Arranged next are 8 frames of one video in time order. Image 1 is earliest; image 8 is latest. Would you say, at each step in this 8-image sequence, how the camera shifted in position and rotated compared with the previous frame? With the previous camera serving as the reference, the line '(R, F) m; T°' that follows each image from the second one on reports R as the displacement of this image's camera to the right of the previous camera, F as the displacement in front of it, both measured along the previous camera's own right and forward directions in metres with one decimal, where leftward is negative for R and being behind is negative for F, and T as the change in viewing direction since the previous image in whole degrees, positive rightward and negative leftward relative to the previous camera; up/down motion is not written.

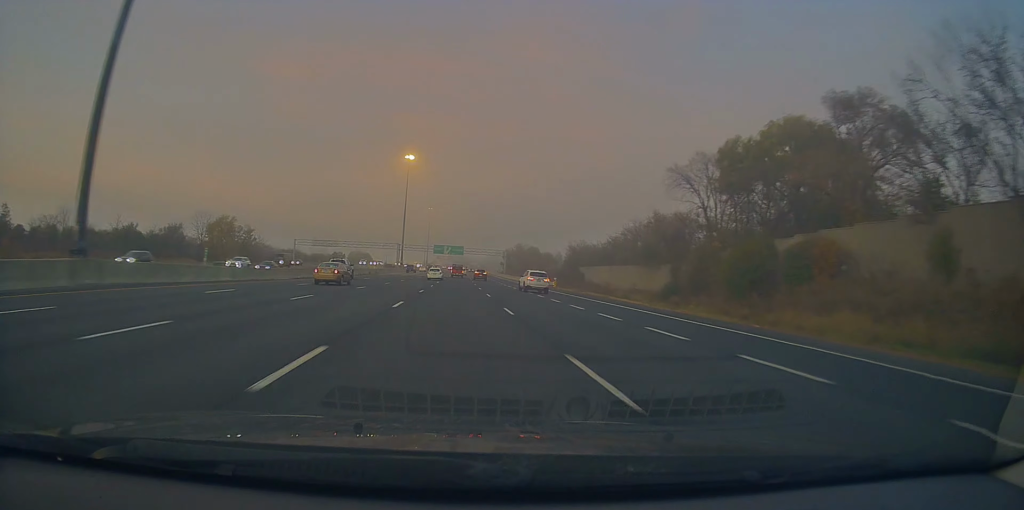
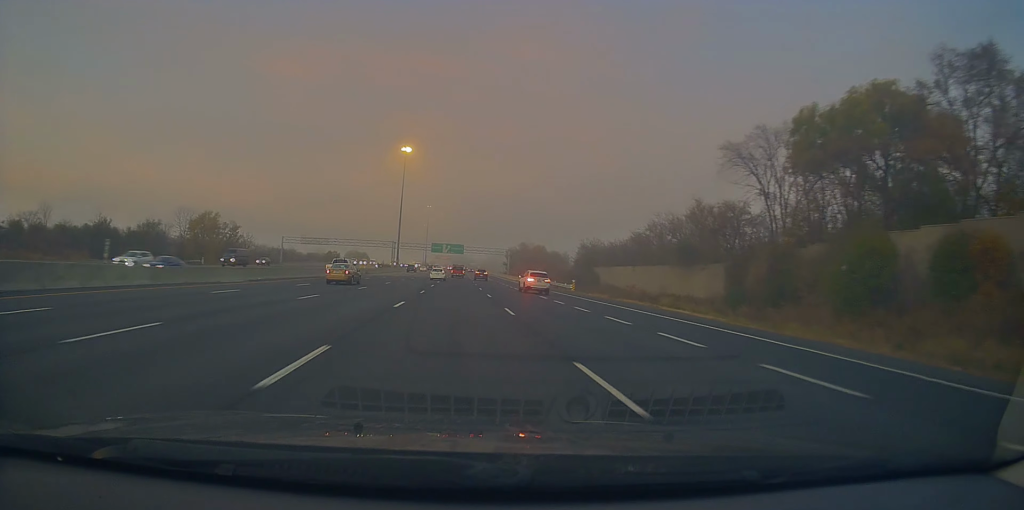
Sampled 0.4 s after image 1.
(-0.1, +12.8) m; 0°
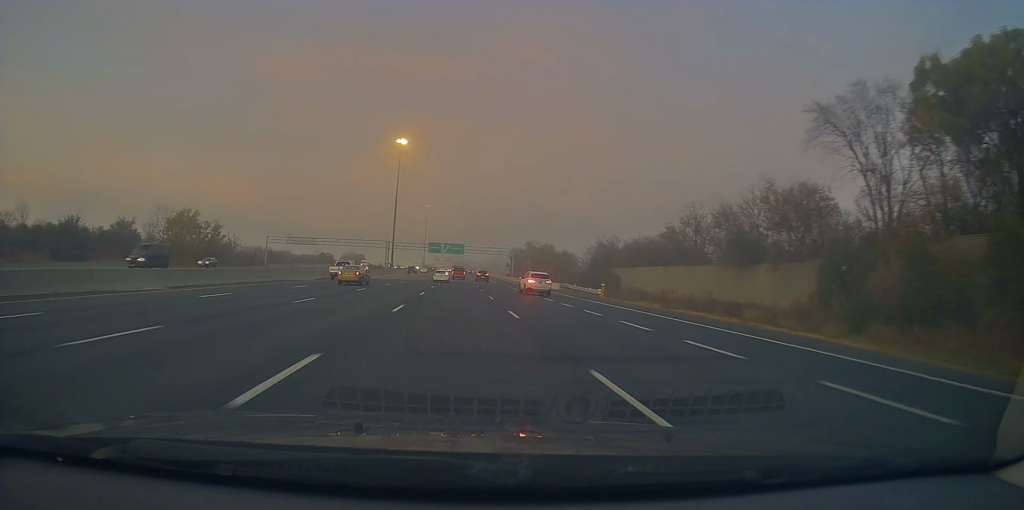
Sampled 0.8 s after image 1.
(+0.1, +13.2) m; +1°
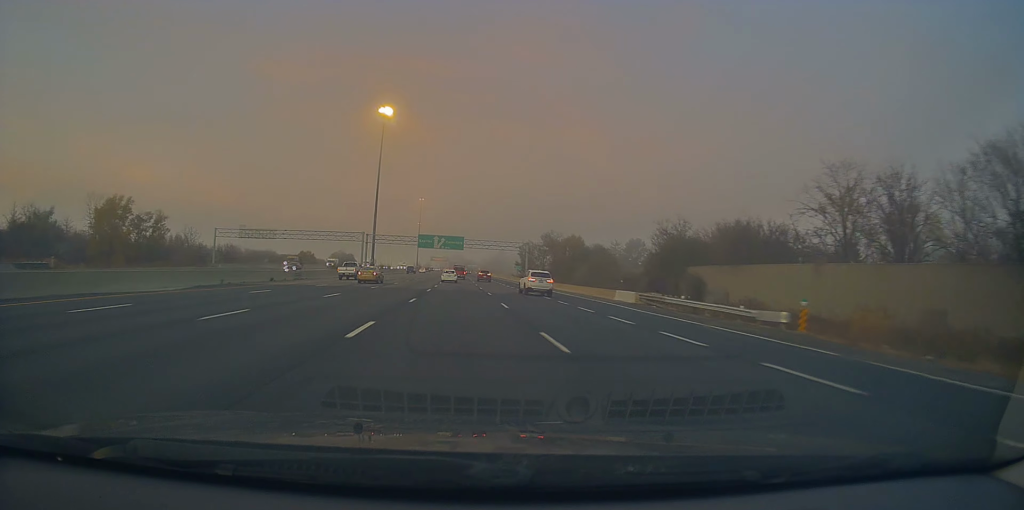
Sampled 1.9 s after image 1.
(+0.5, +32.3) m; +1°
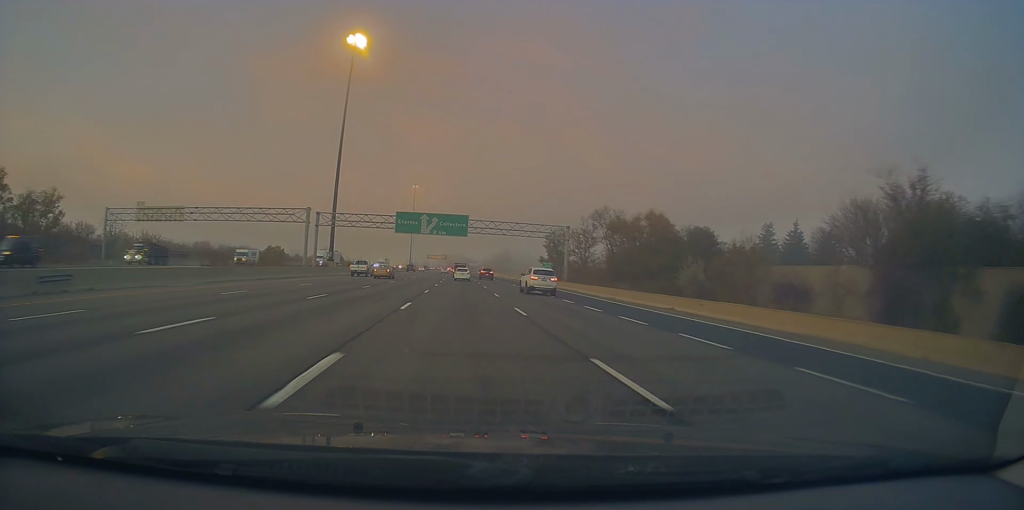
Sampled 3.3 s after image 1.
(-0.5, +41.4) m; -1°
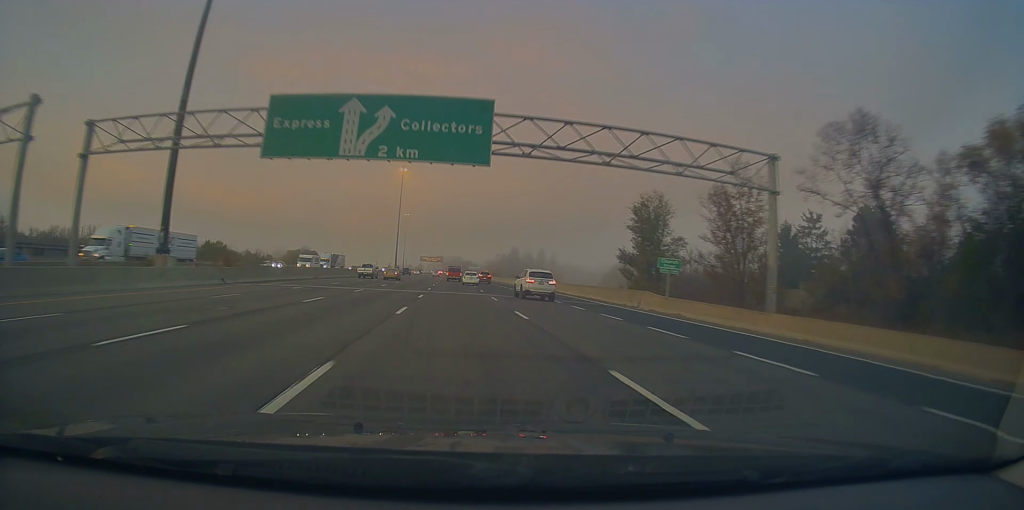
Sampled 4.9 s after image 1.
(+0.2, +49.7) m; 0°
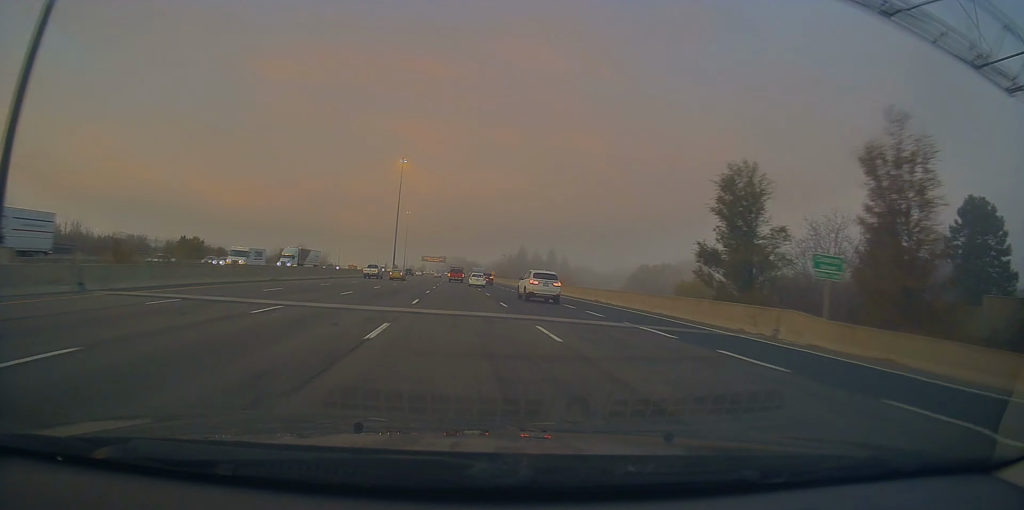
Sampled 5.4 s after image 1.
(-0.5, +15.4) m; 0°
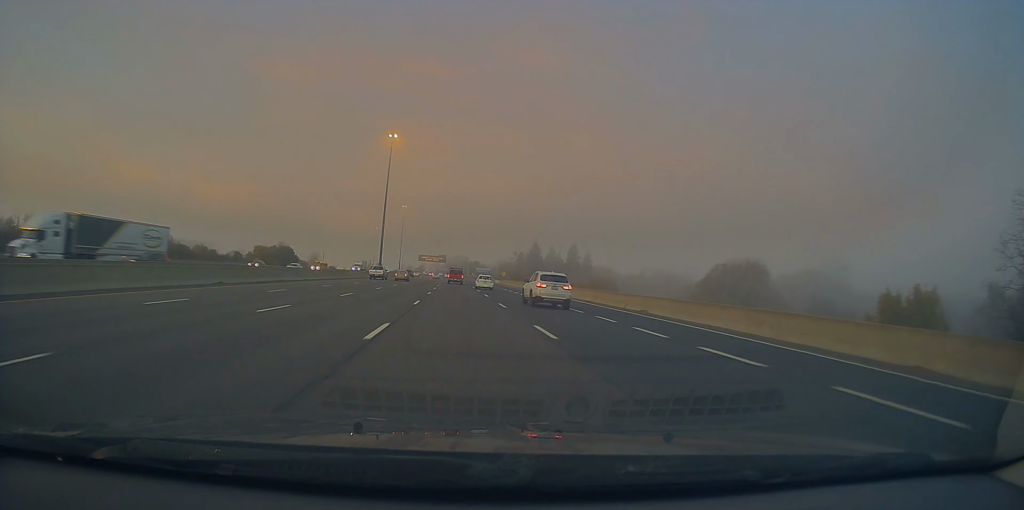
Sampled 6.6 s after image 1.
(+1.0, +34.8) m; +1°
